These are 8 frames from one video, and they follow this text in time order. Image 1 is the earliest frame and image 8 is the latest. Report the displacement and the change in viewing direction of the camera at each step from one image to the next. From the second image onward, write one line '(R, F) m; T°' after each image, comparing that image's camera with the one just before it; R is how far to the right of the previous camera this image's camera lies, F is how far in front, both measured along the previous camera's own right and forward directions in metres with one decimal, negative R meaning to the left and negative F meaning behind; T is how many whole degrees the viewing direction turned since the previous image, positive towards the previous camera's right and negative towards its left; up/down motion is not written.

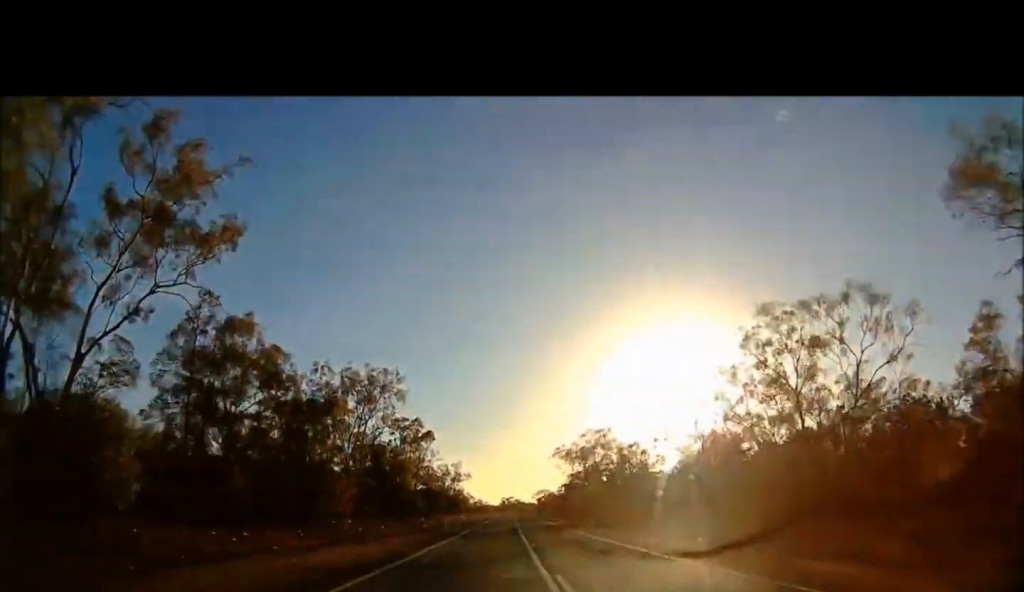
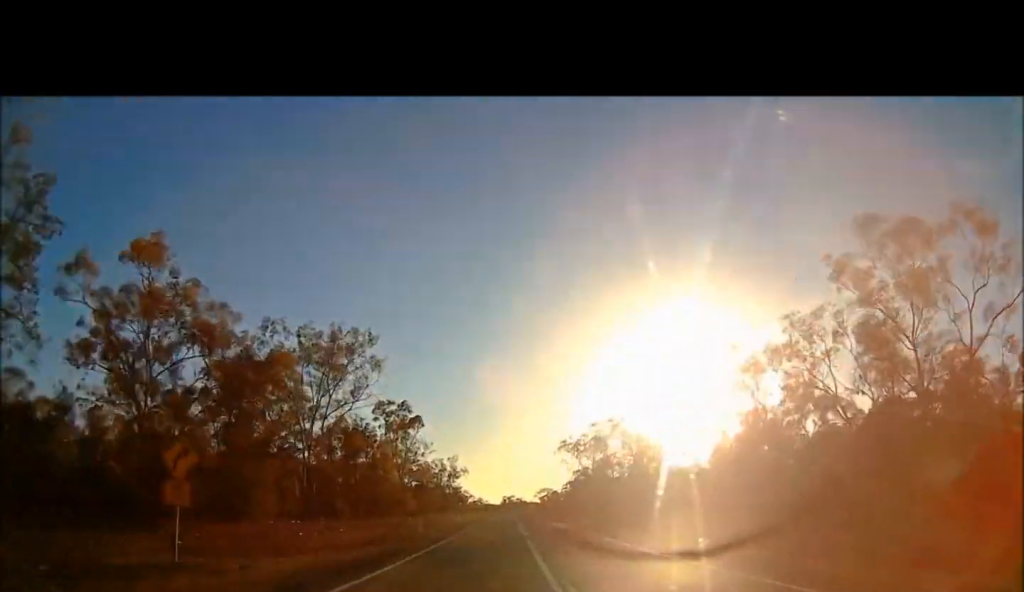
(+0.7, +15.2) m; +1°
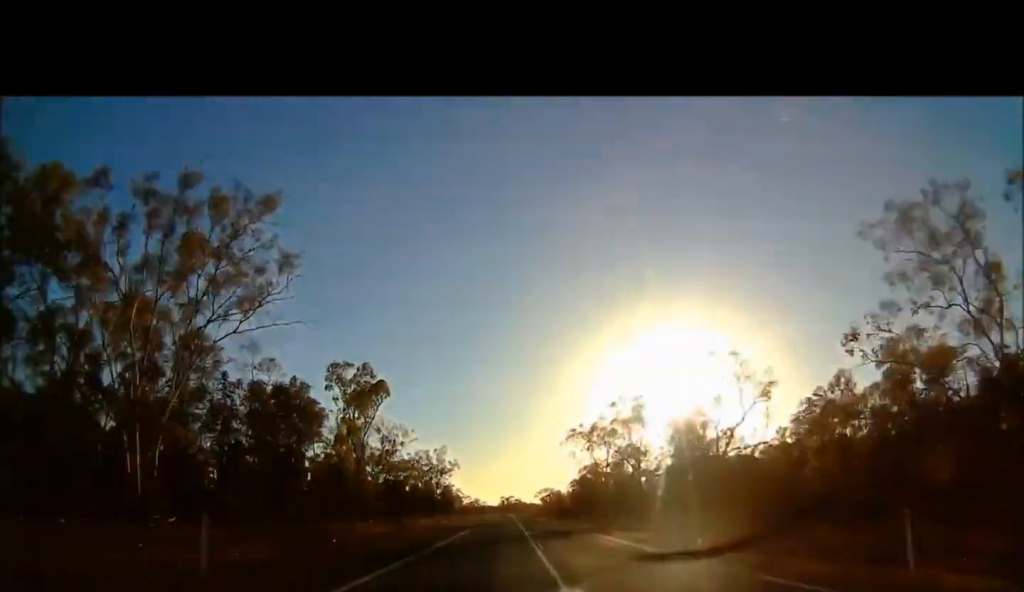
(-0.4, +23.5) m; 0°
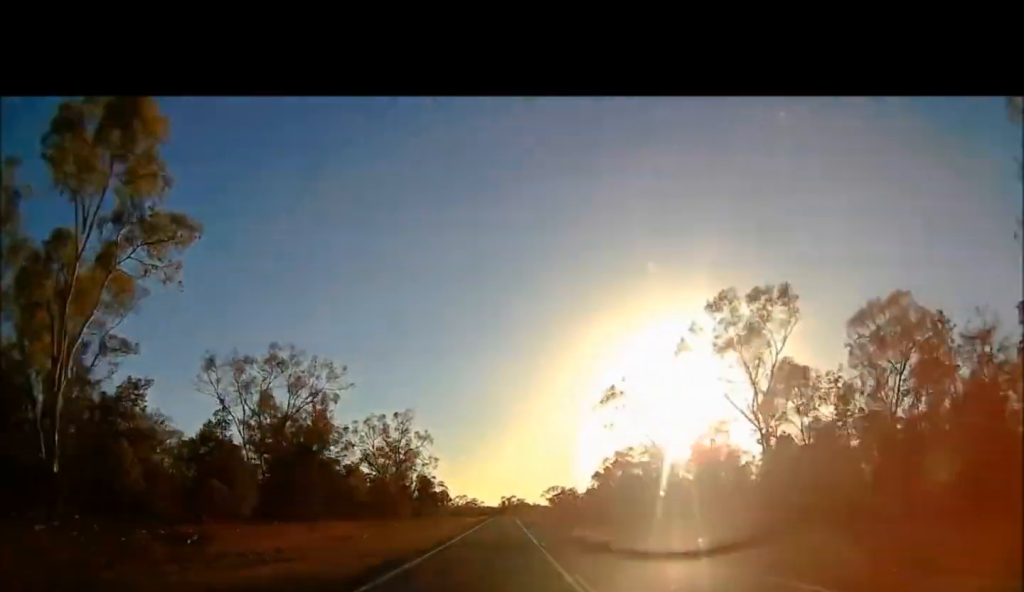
(+0.3, +48.3) m; +2°
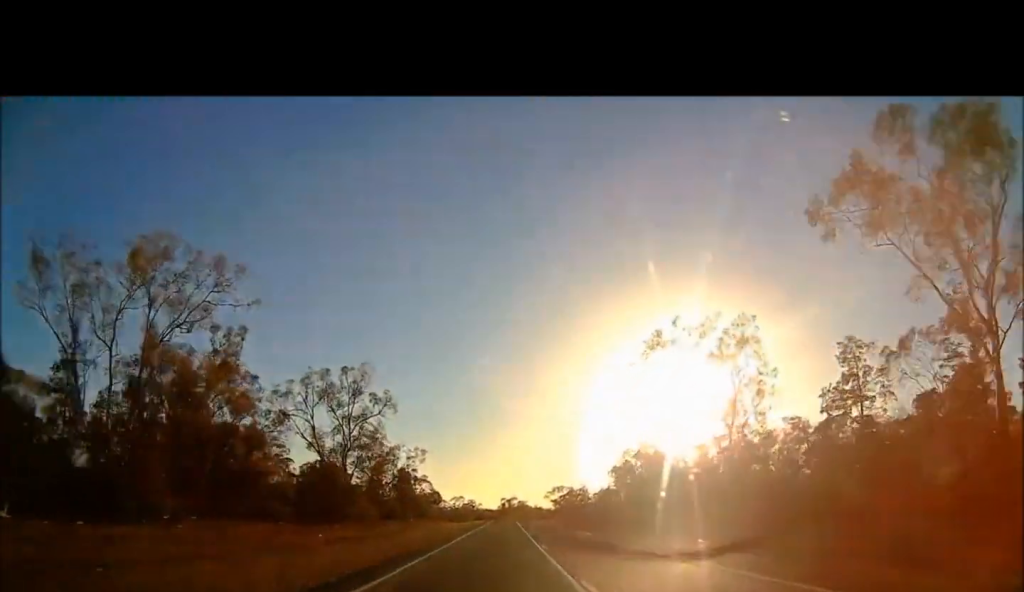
(+0.8, +29.3) m; 0°
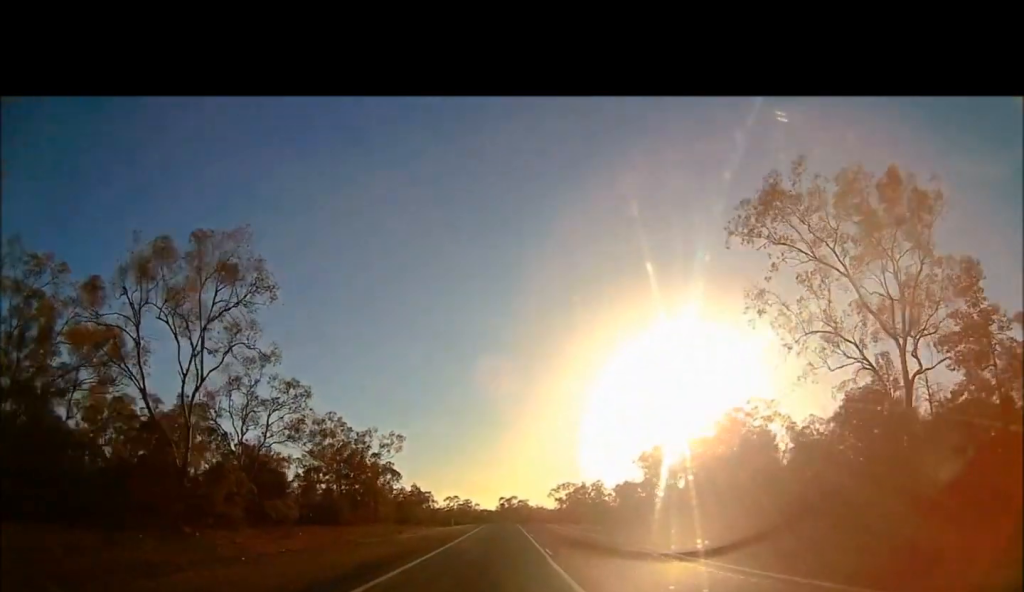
(-0.3, +31.2) m; -1°
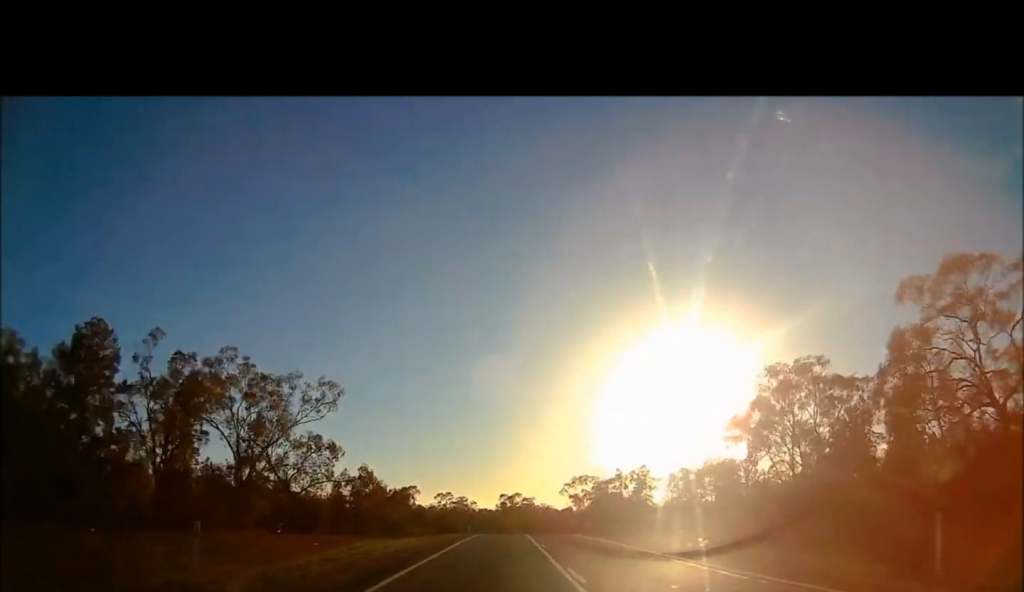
(-0.3, +46.8) m; -1°
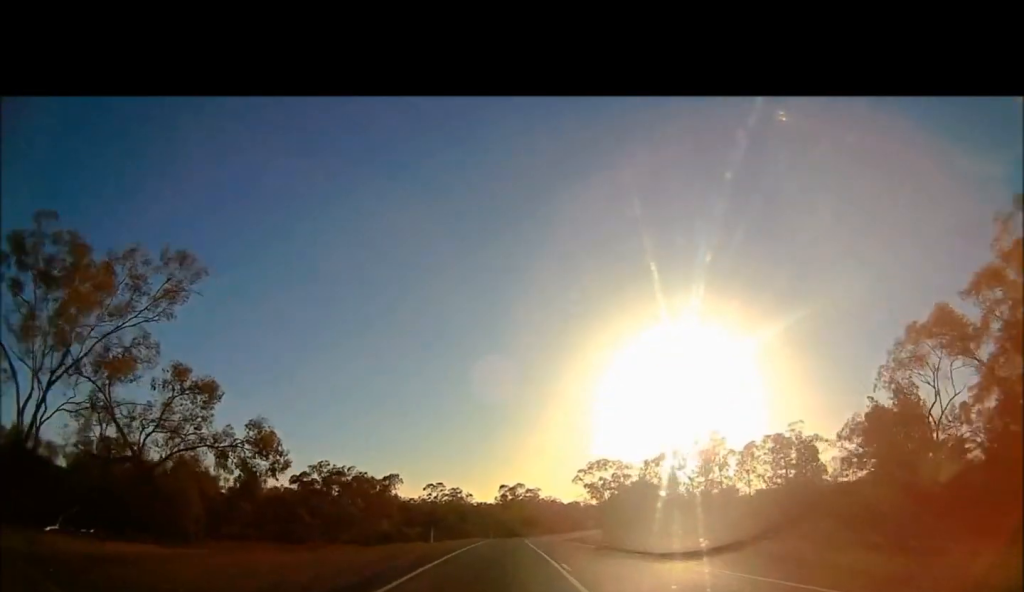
(-0.1, +34.1) m; 0°
